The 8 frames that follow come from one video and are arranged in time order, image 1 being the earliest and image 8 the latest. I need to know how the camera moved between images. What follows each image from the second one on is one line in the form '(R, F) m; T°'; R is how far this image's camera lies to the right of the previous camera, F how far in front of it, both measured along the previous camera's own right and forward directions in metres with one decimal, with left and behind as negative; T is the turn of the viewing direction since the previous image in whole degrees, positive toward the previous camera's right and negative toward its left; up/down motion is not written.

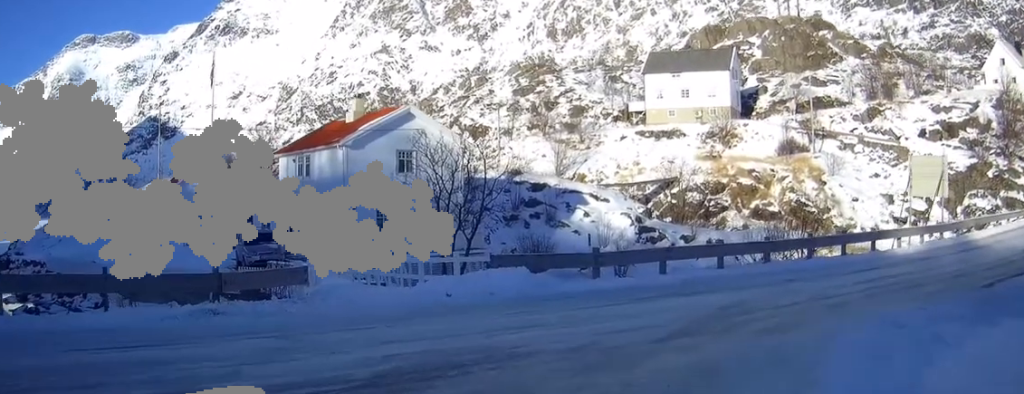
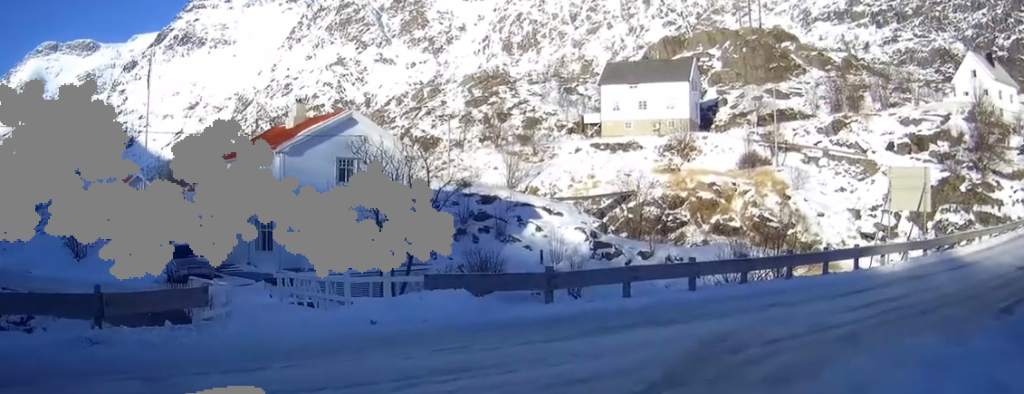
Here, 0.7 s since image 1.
(-0.2, +2.7) m; -1°
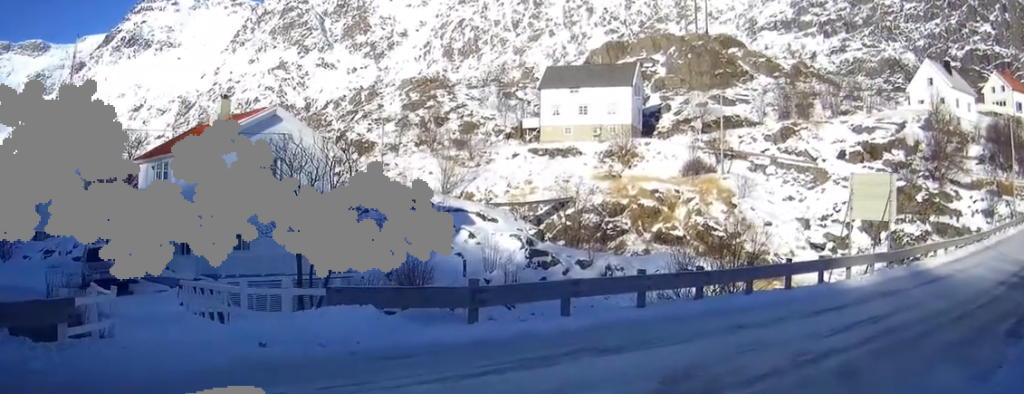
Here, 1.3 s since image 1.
(0.0, +2.4) m; +4°
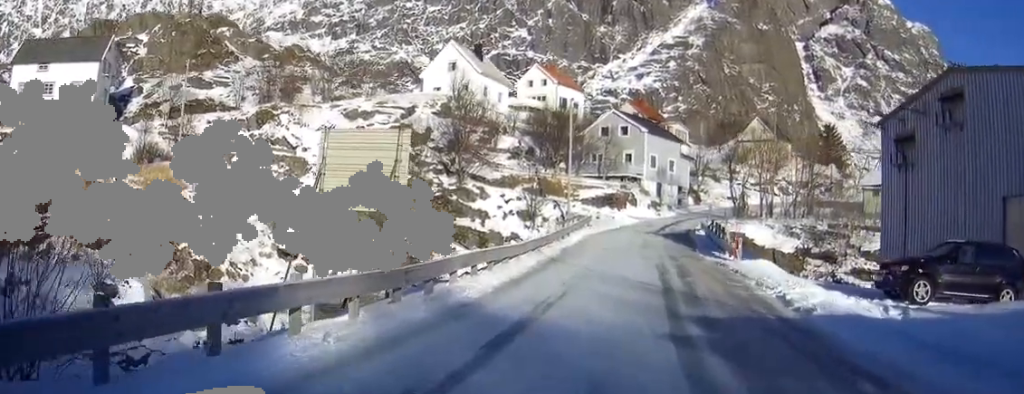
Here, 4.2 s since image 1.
(+4.4, +12.9) m; +34°
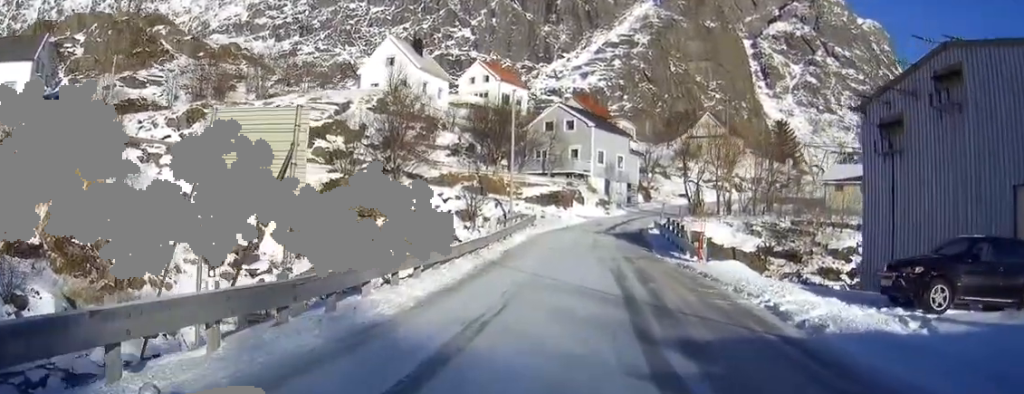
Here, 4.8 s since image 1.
(+0.2, +3.4) m; +4°
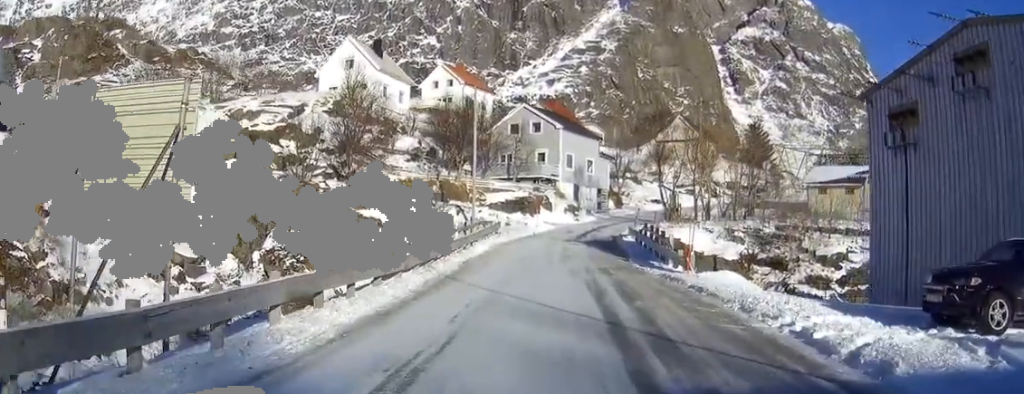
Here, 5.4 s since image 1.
(+0.1, +3.4) m; +1°
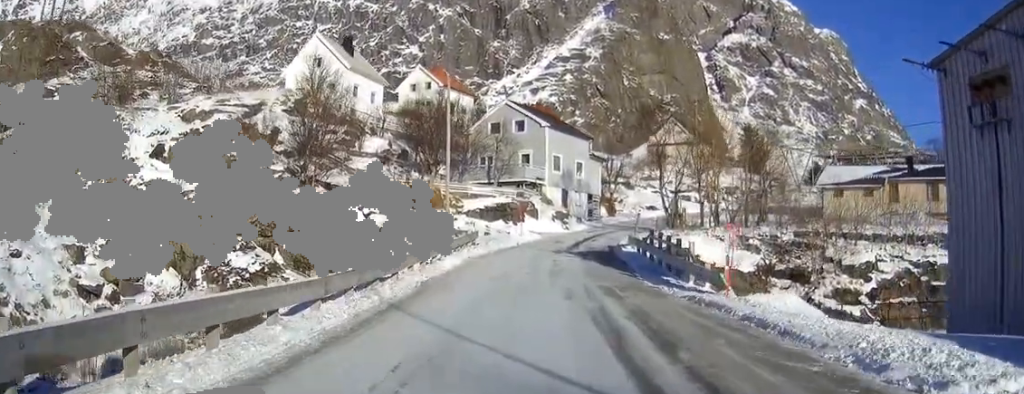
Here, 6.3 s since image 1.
(+0.1, +6.0) m; +1°
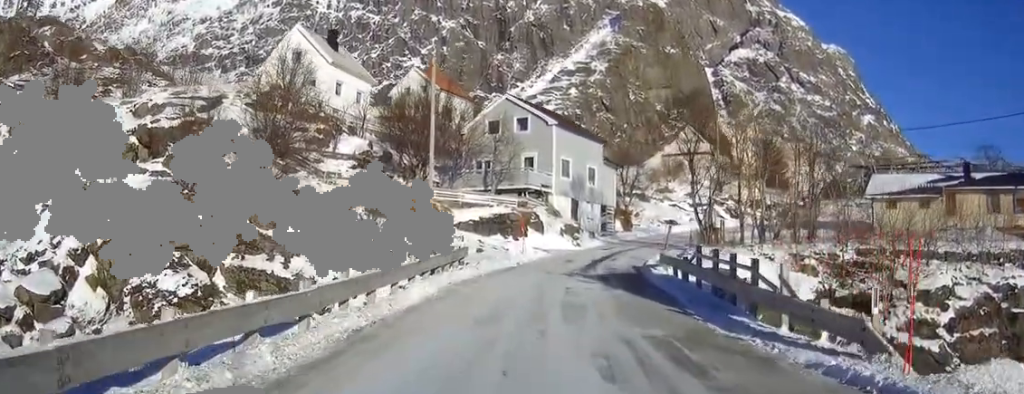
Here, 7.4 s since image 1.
(0.0, +8.0) m; +1°
